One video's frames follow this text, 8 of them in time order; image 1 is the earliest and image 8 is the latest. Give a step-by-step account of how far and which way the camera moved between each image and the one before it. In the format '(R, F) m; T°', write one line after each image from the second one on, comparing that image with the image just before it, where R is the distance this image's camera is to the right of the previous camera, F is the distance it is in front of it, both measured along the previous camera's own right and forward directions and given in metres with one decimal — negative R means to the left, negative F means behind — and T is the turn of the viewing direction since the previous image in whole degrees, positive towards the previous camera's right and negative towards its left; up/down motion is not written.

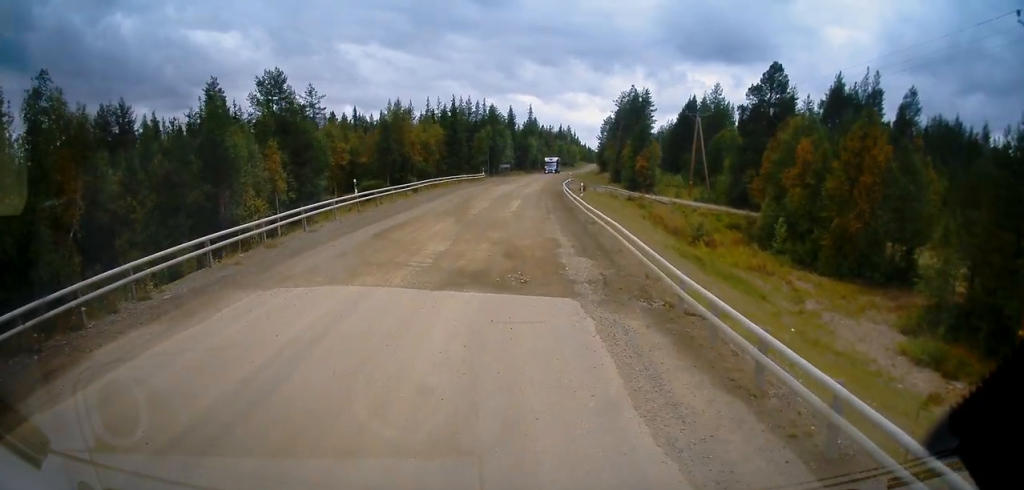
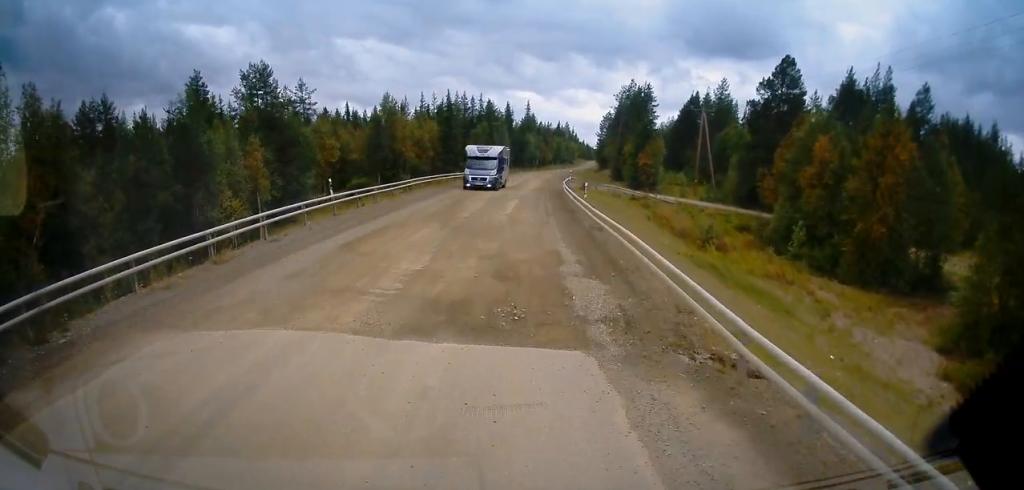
(-0.3, +8.9) m; 0°
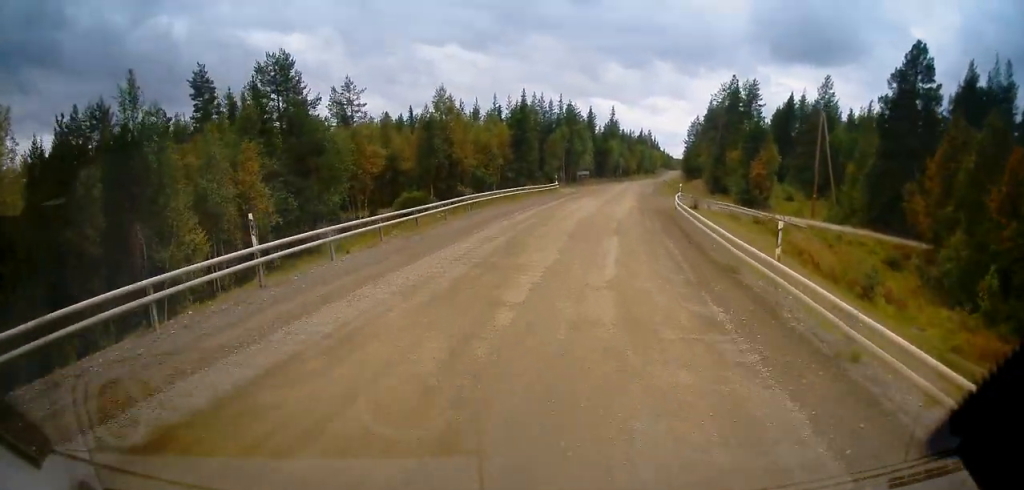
(+0.4, +17.8) m; +2°
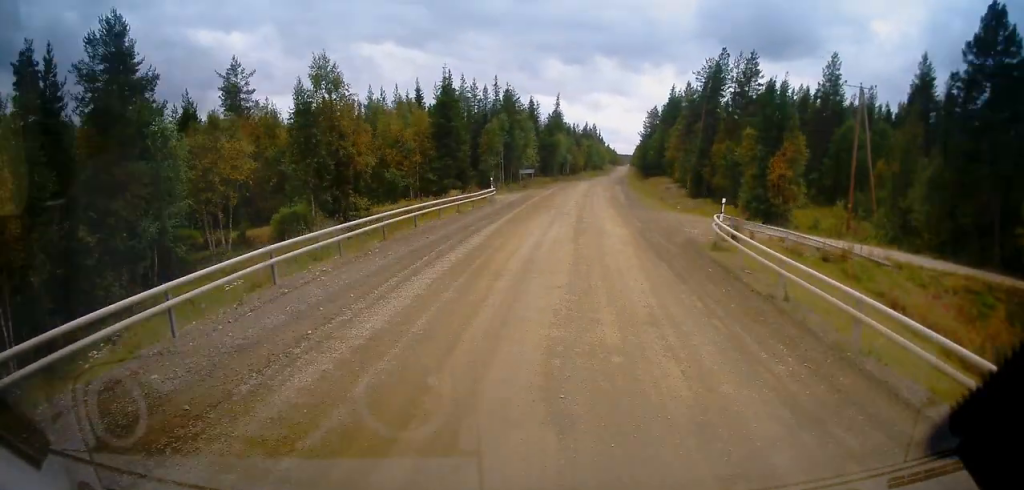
(-0.1, +14.5) m; +1°
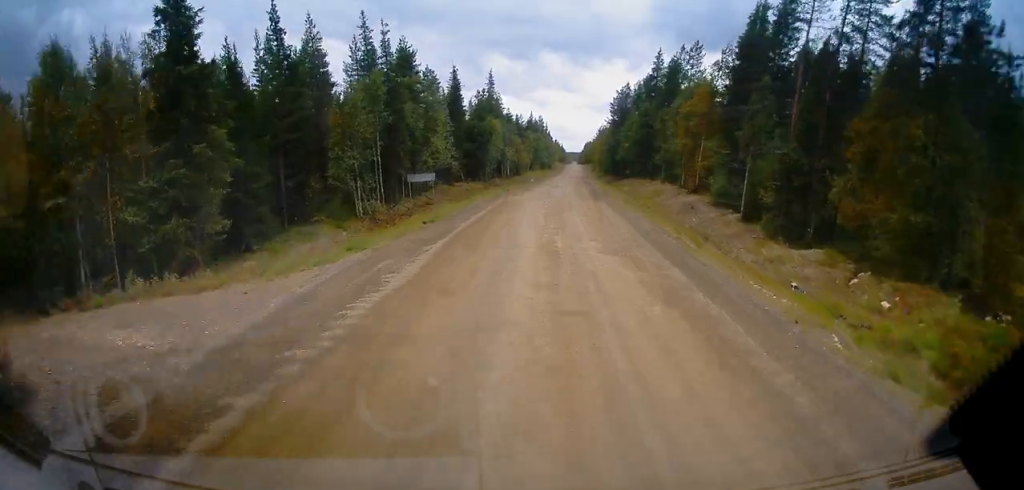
(+0.9, +29.3) m; +4°
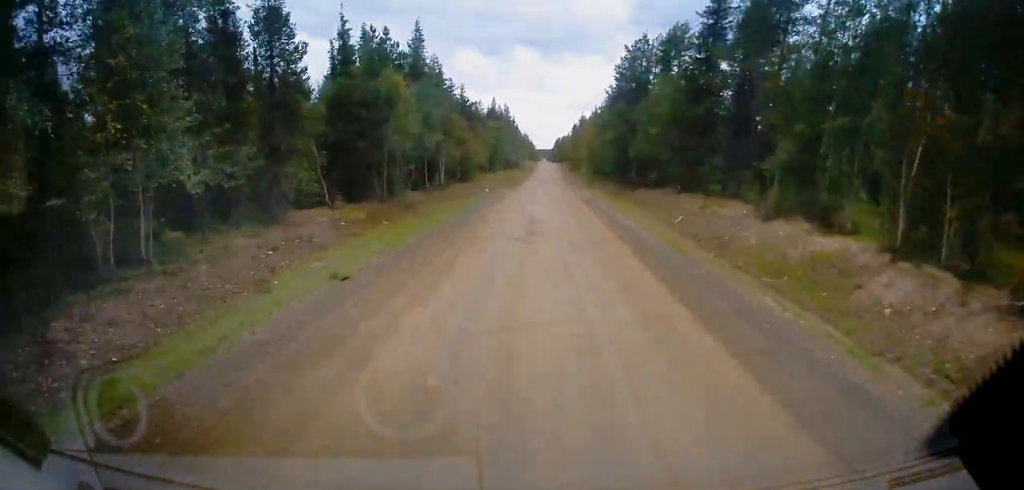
(+1.4, +38.4) m; +3°
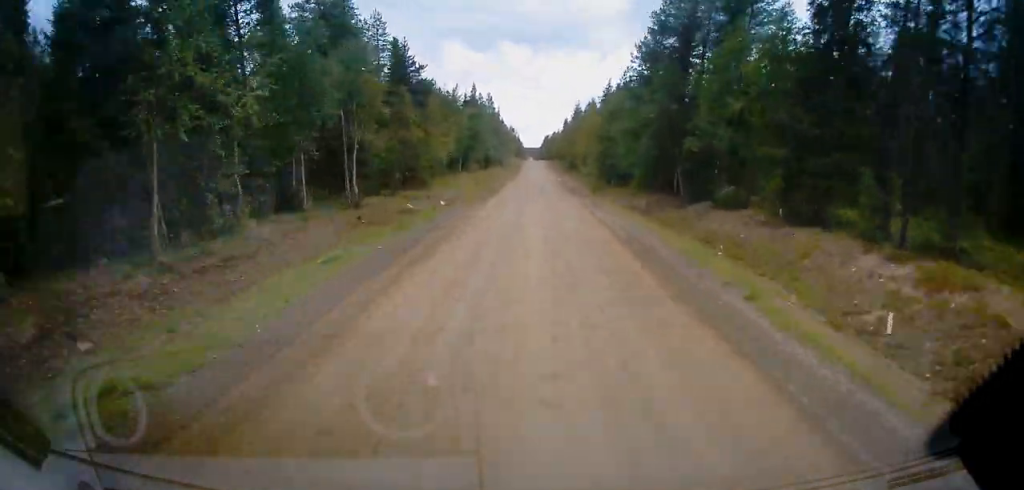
(+0.4, +20.8) m; +1°
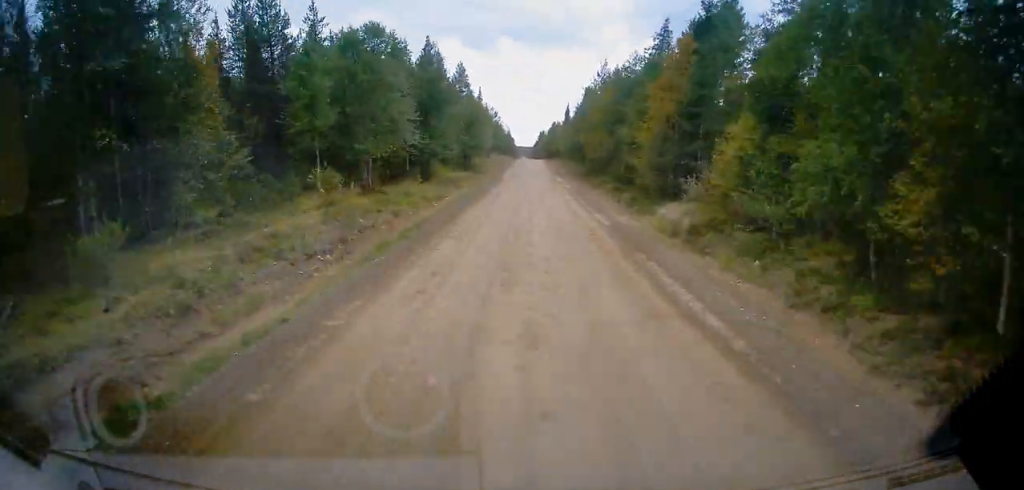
(0.0, +45.1) m; 0°
